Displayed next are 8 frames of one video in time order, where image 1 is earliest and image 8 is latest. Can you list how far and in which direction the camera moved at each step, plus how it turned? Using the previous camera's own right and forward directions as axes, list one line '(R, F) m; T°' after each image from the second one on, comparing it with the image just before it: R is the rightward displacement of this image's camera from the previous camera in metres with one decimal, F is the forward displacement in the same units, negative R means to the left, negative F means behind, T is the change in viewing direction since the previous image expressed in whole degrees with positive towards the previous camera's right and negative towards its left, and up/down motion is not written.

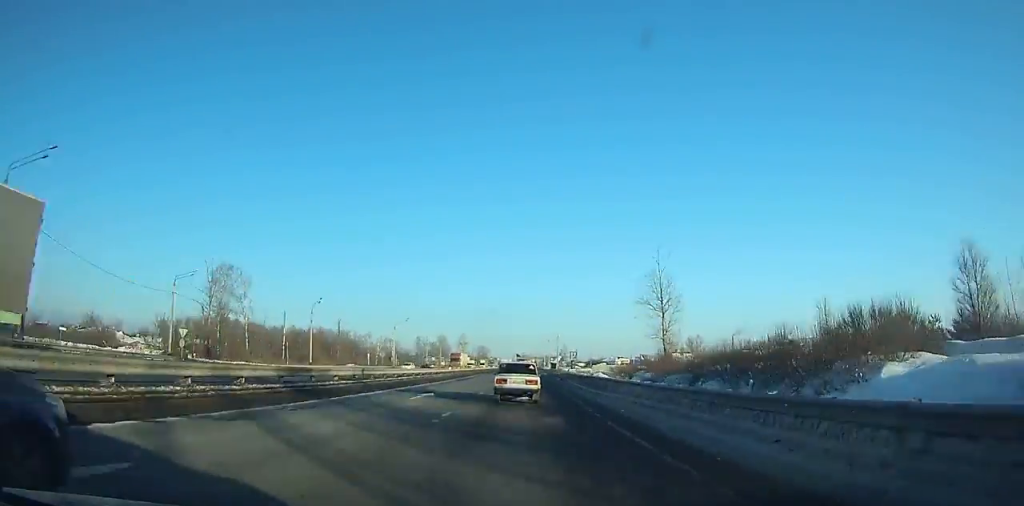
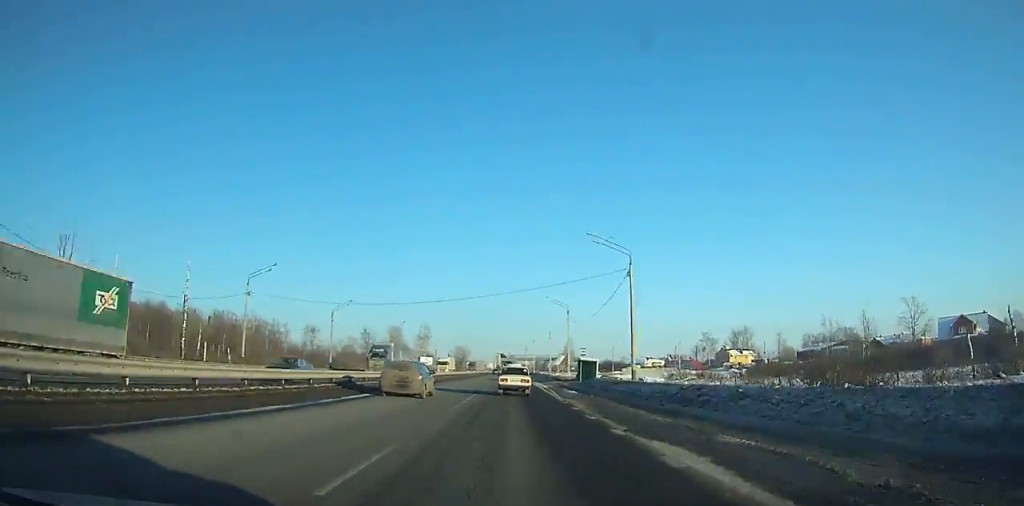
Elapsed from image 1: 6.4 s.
(+0.9, +104.9) m; +2°
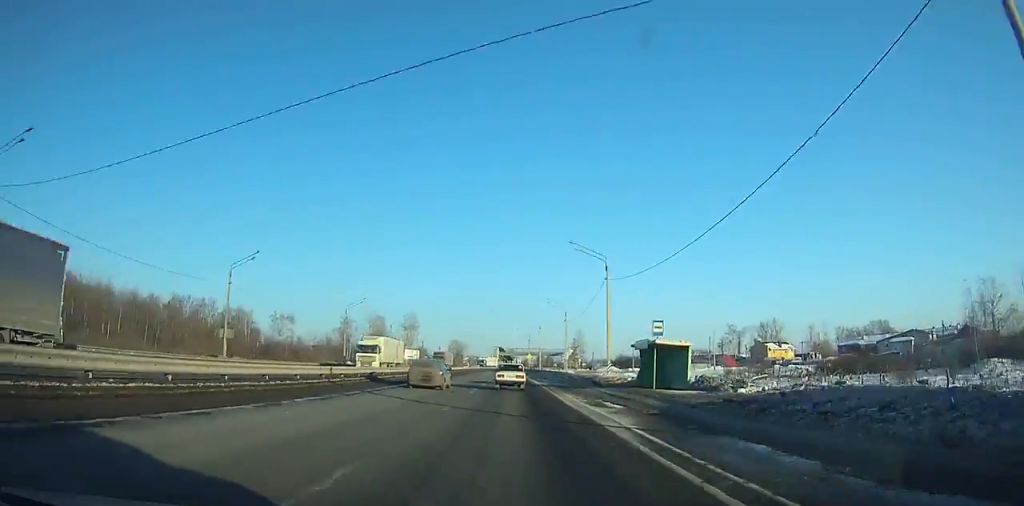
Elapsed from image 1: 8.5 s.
(+0.4, +34.9) m; 0°
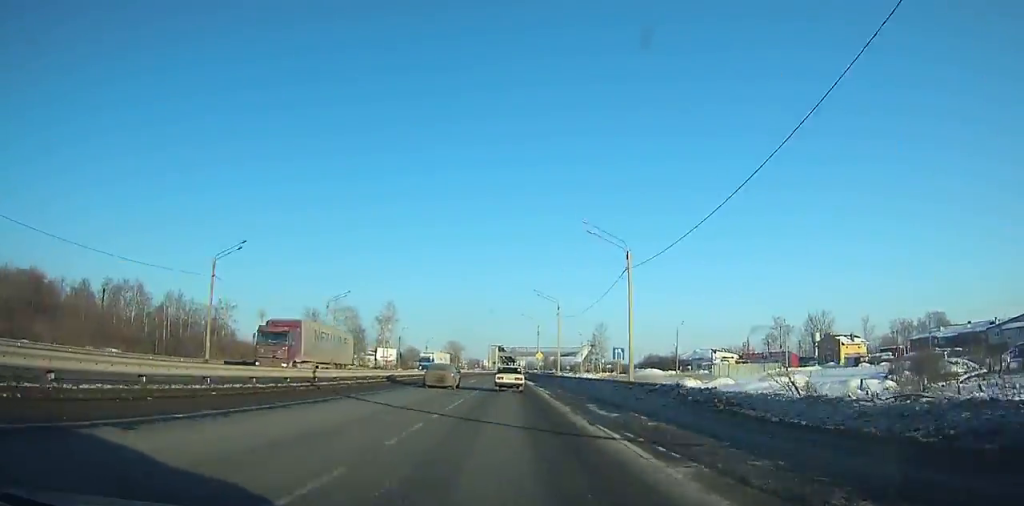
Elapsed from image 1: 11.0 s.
(-0.2, +42.3) m; -1°
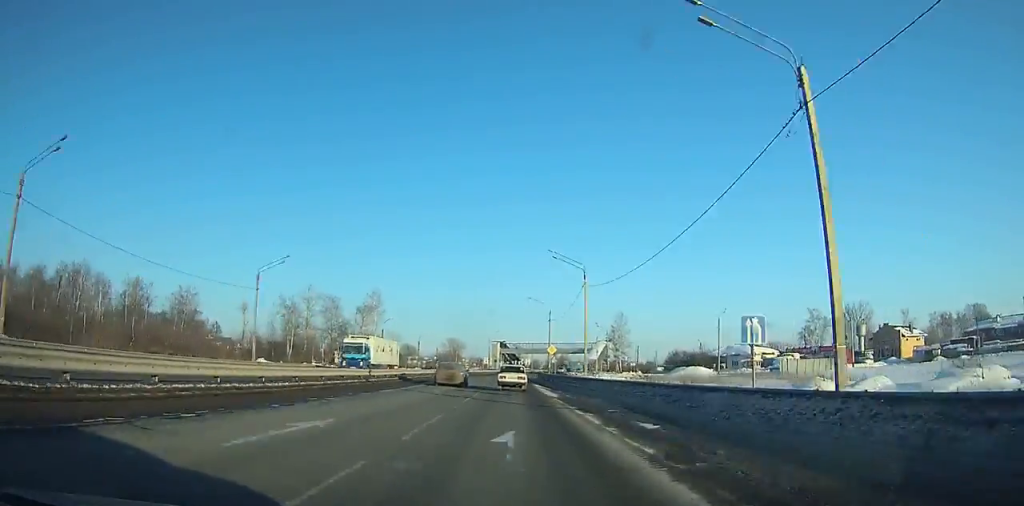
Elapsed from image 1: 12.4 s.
(-0.1, +23.9) m; 0°
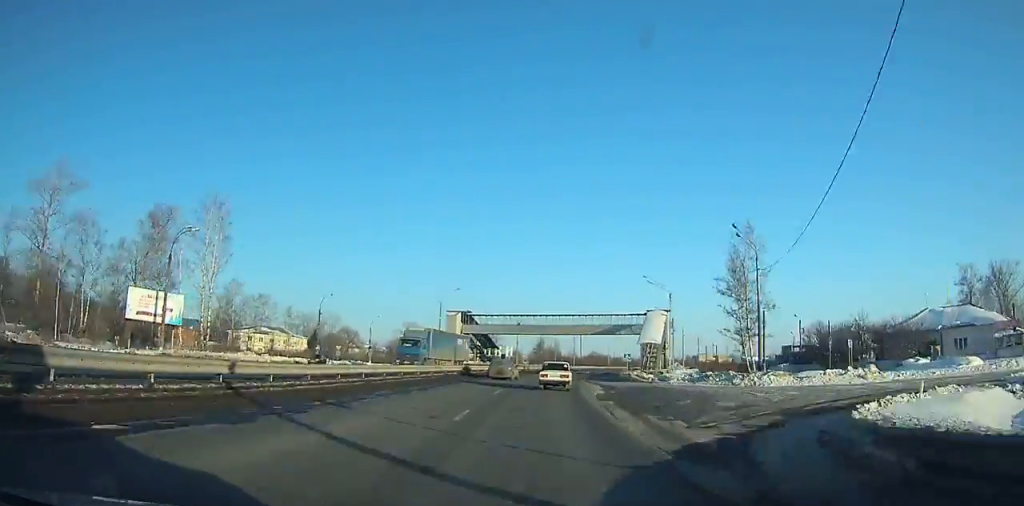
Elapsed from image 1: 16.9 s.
(+1.3, +78.0) m; +6°
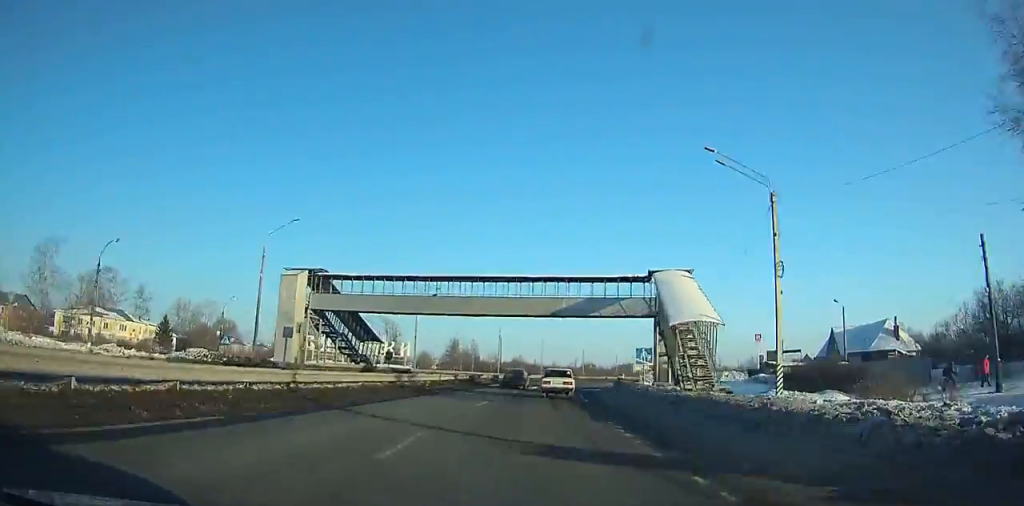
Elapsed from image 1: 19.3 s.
(+2.1, +41.6) m; +7°
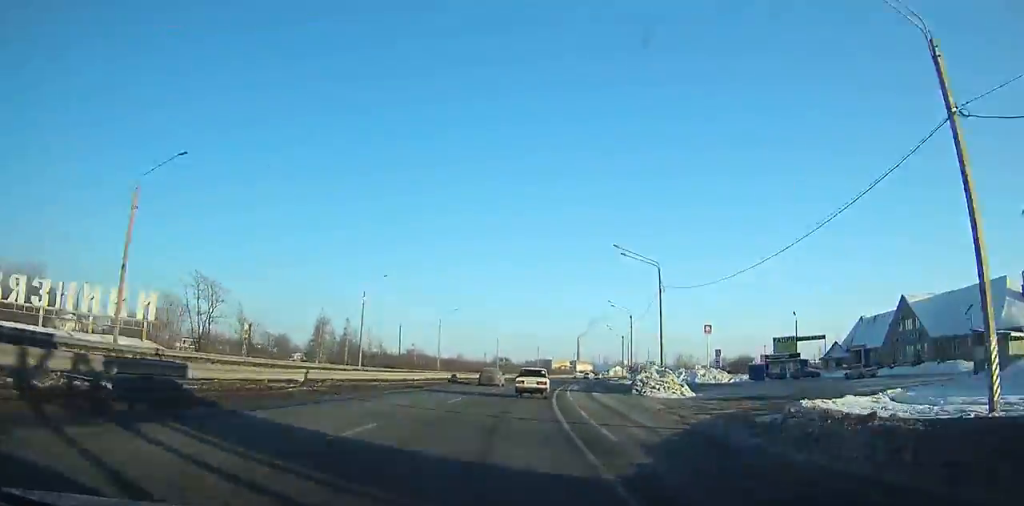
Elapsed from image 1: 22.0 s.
(+3.6, +47.1) m; +8°
